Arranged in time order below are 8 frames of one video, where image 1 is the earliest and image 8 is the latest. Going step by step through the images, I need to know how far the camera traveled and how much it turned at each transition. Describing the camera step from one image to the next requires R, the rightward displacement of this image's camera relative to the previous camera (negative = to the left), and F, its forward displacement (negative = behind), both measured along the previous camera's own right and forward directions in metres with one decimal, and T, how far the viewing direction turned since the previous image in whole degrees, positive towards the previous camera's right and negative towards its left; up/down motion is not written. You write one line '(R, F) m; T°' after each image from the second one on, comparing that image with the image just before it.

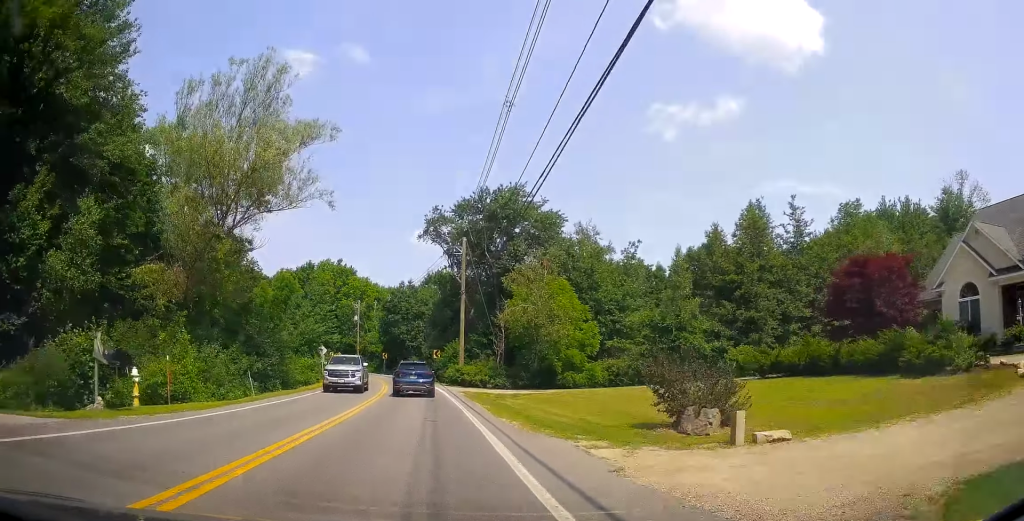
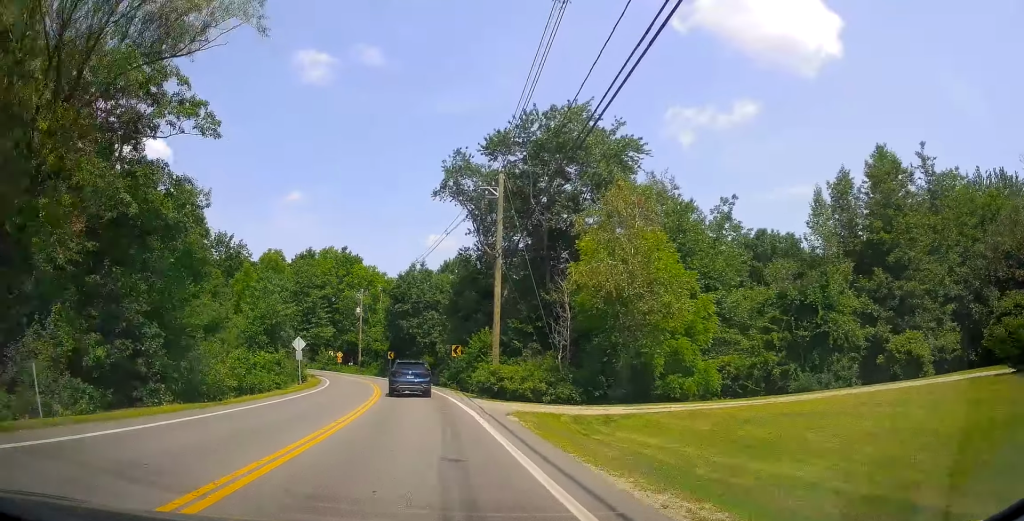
(-0.1, +15.8) m; -2°
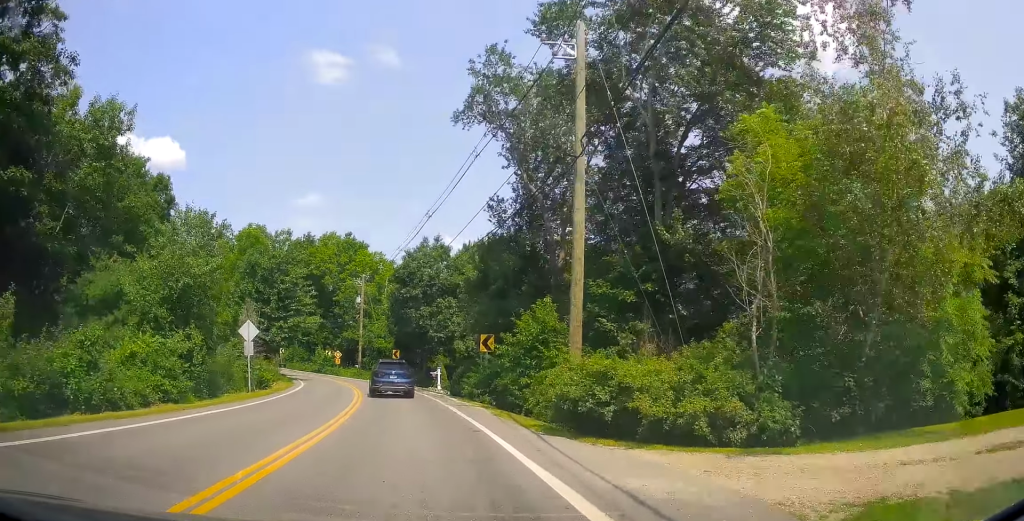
(-0.3, +15.2) m; -1°
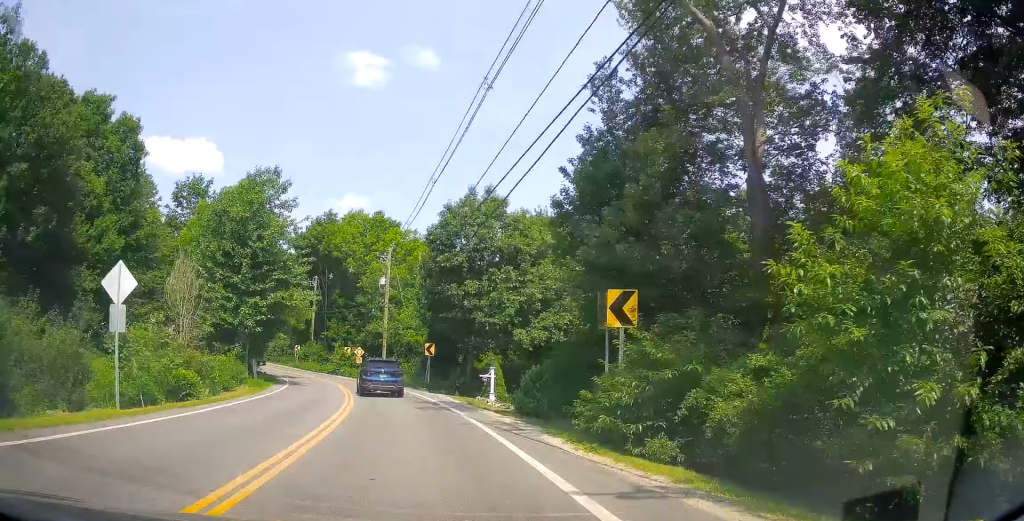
(0.0, +16.2) m; -2°
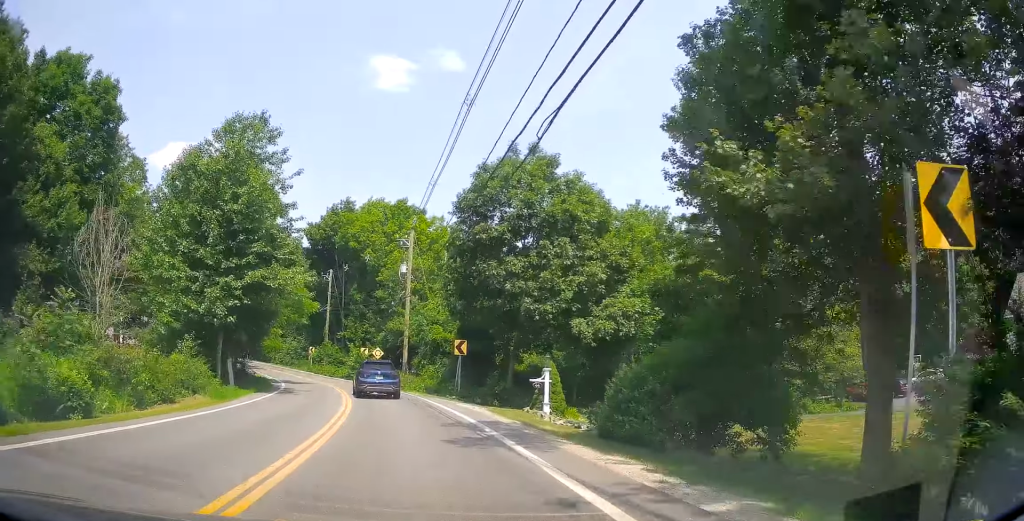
(+0.1, +8.5) m; -2°
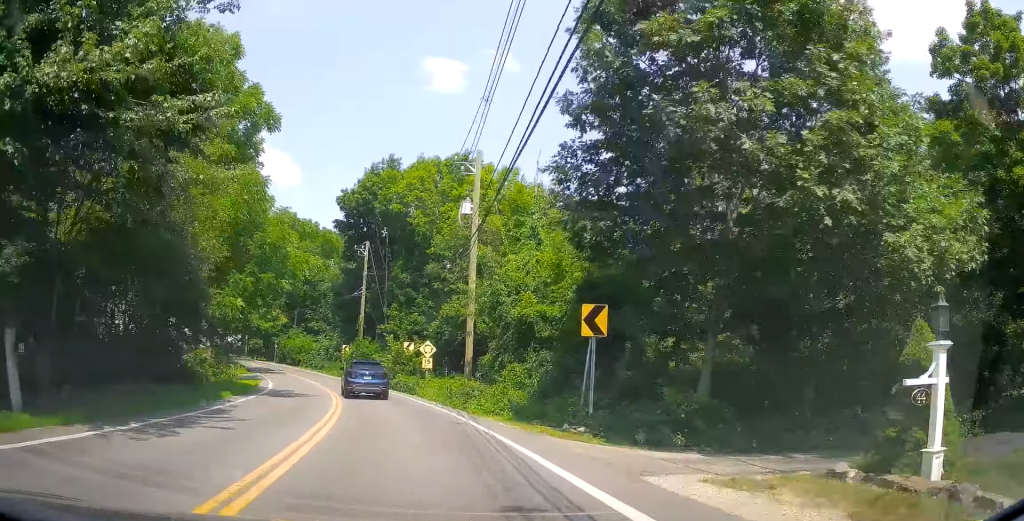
(-1.0, +17.8) m; -5°
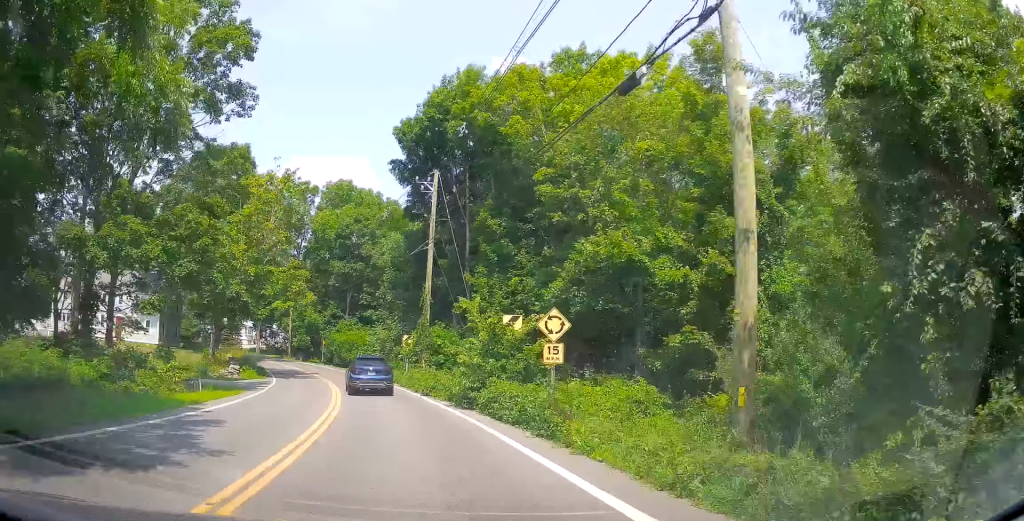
(-1.0, +19.0) m; -6°
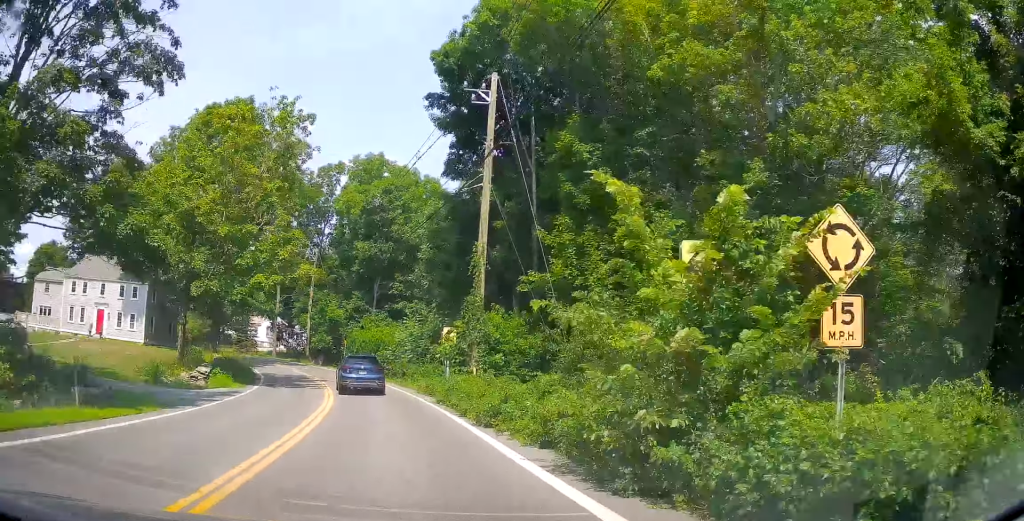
(-0.4, +11.8) m; -4°
